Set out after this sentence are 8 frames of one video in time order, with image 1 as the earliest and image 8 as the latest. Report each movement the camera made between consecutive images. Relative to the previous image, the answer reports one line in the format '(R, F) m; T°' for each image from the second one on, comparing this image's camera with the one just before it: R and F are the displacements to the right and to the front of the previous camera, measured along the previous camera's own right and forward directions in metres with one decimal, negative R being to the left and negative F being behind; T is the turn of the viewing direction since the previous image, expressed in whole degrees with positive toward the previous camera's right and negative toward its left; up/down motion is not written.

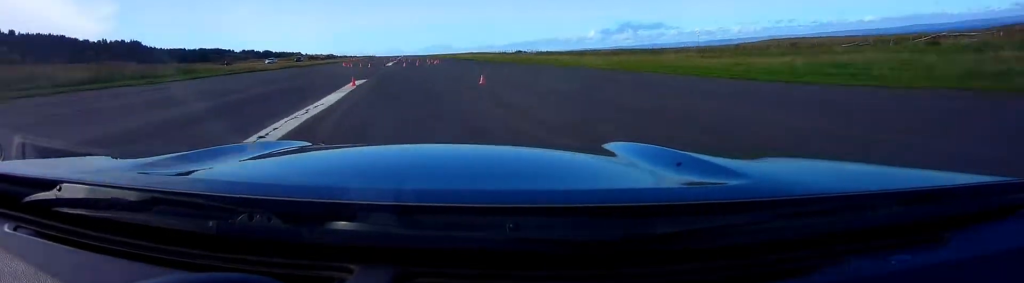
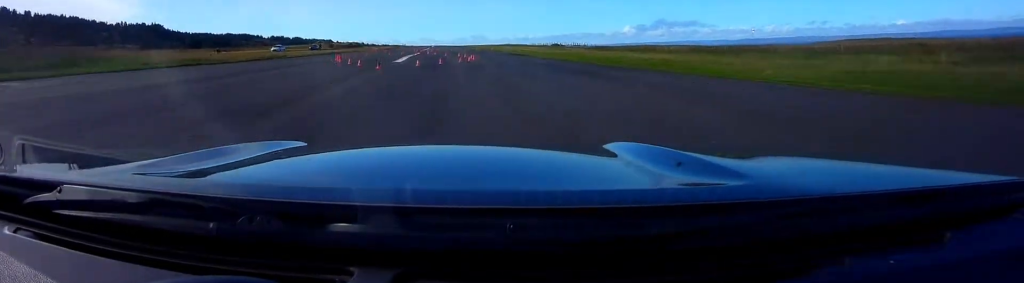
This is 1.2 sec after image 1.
(-1.9, +13.6) m; -14°
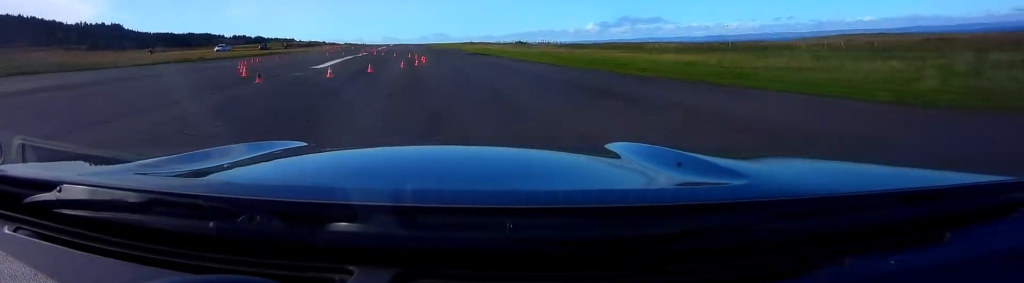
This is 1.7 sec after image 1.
(-0.5, +7.0) m; -5°
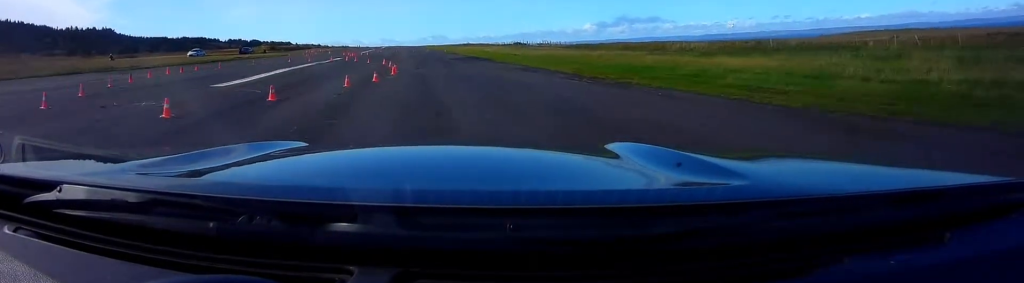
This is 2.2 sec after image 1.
(-0.3, +7.5) m; -4°
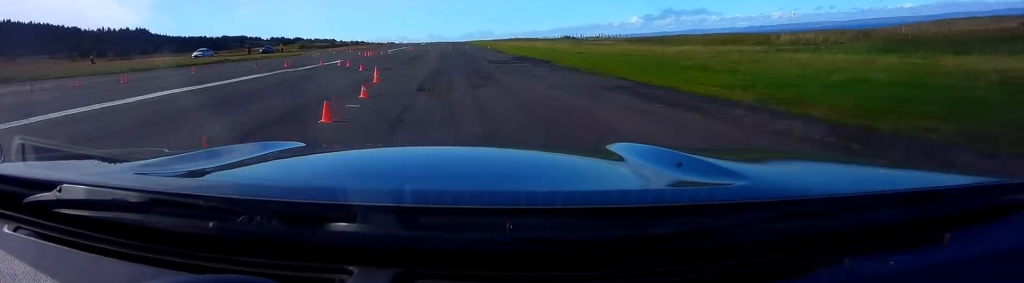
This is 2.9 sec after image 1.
(-0.1, +11.5) m; -6°
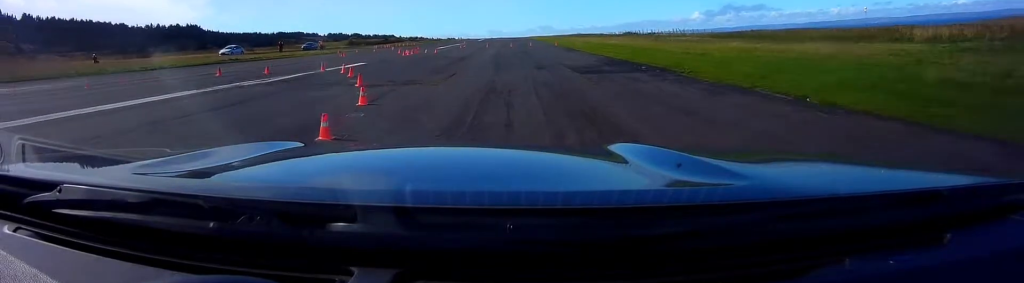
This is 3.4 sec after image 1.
(-0.7, +9.5) m; -6°
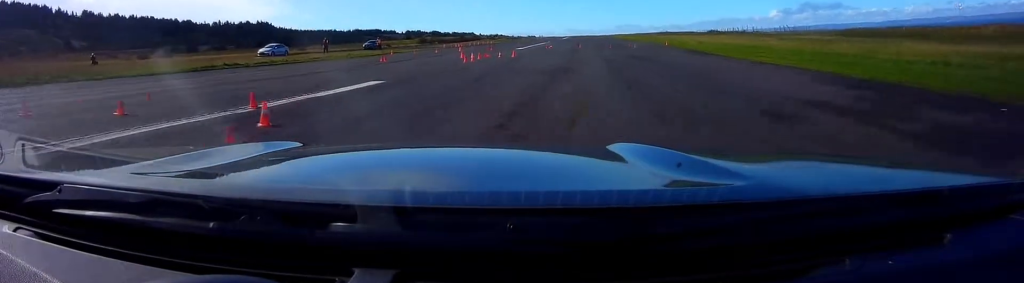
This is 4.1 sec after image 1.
(-0.7, +12.1) m; -6°
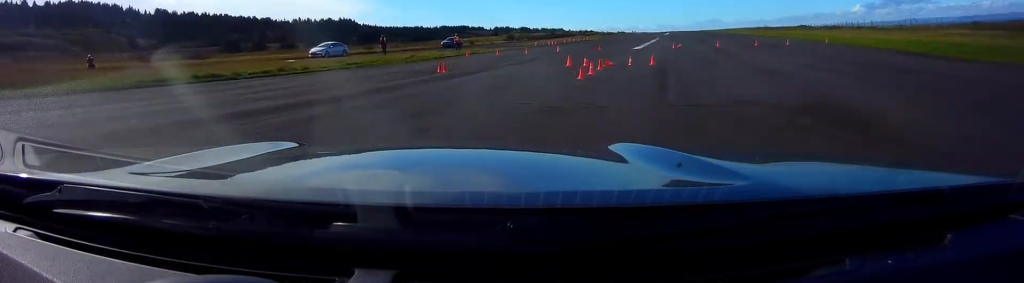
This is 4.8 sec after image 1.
(-0.8, +12.7) m; -4°
